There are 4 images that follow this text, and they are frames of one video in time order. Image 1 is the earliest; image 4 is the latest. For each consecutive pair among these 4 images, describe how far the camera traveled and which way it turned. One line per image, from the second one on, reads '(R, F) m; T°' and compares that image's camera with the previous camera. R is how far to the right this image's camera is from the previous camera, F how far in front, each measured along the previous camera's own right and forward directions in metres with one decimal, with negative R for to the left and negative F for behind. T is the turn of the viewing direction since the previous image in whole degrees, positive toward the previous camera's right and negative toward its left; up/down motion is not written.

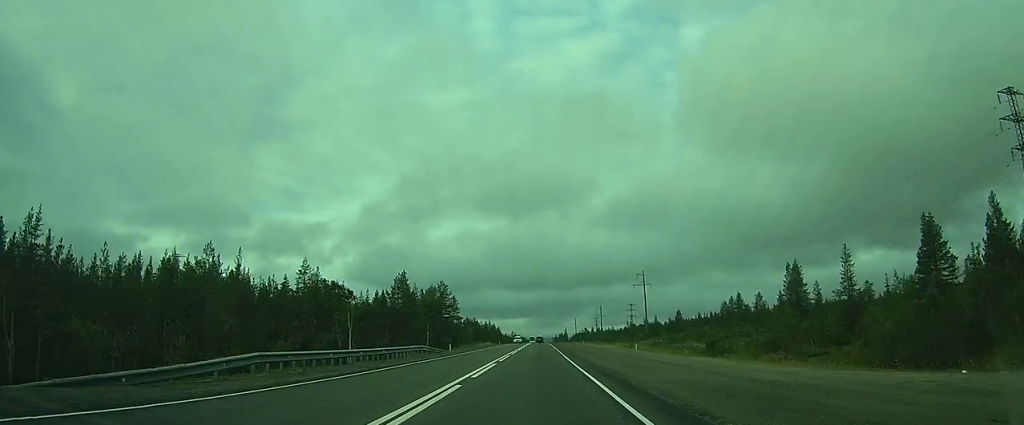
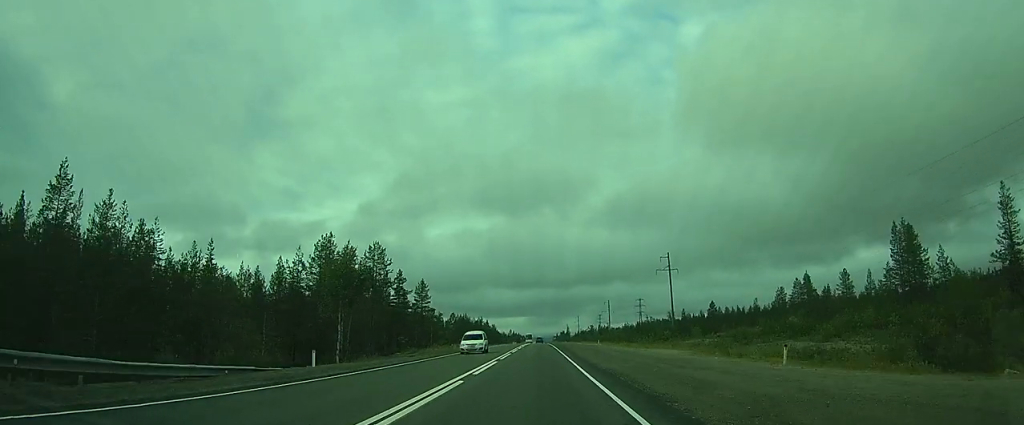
(-0.1, +38.5) m; 0°
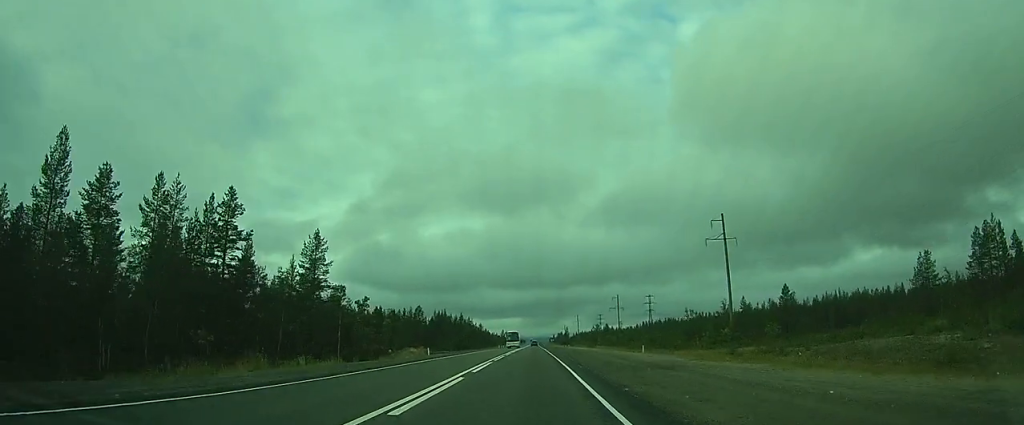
(+0.4, +45.9) m; +1°
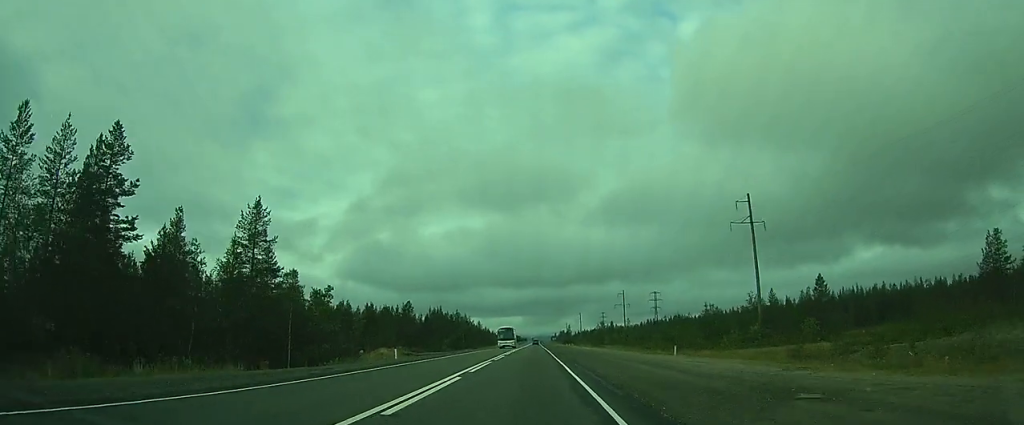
(0.0, +11.4) m; 0°
